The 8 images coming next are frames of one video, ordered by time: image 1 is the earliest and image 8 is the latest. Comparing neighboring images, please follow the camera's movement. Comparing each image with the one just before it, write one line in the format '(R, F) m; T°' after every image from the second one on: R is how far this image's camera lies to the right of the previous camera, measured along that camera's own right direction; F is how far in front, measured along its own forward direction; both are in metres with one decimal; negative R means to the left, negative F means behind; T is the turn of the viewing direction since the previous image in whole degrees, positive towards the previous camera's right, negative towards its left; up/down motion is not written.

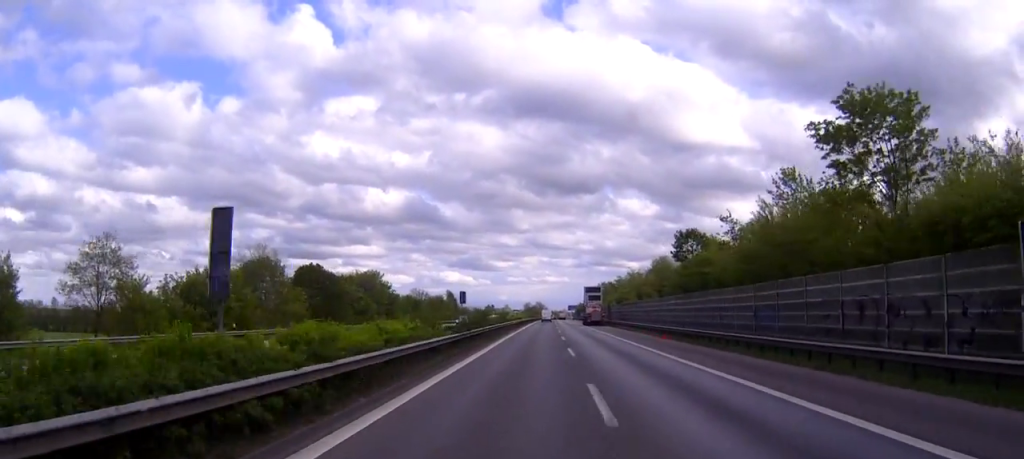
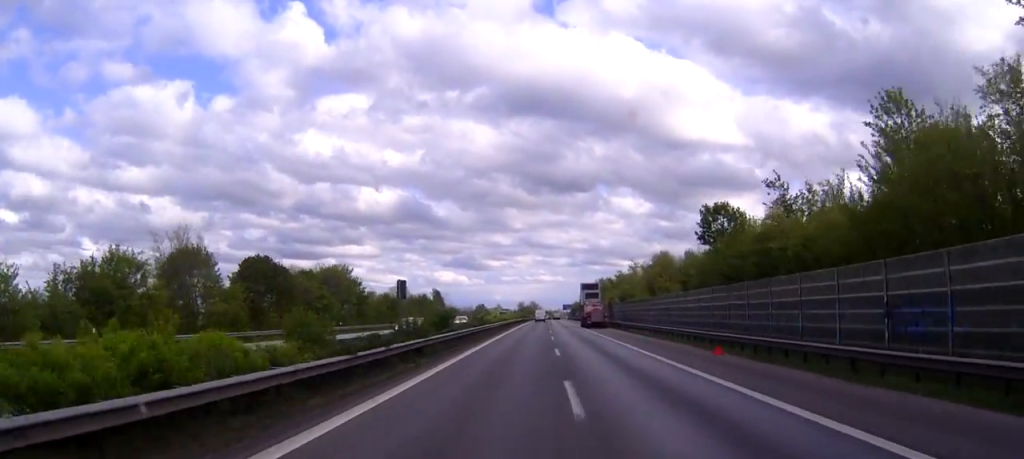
(+0.1, +17.0) m; 0°
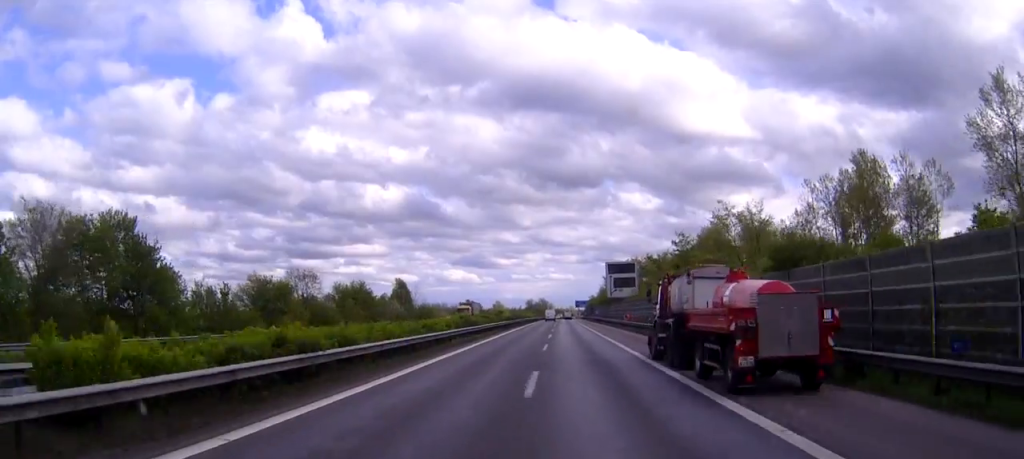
(+0.1, +68.3) m; 0°
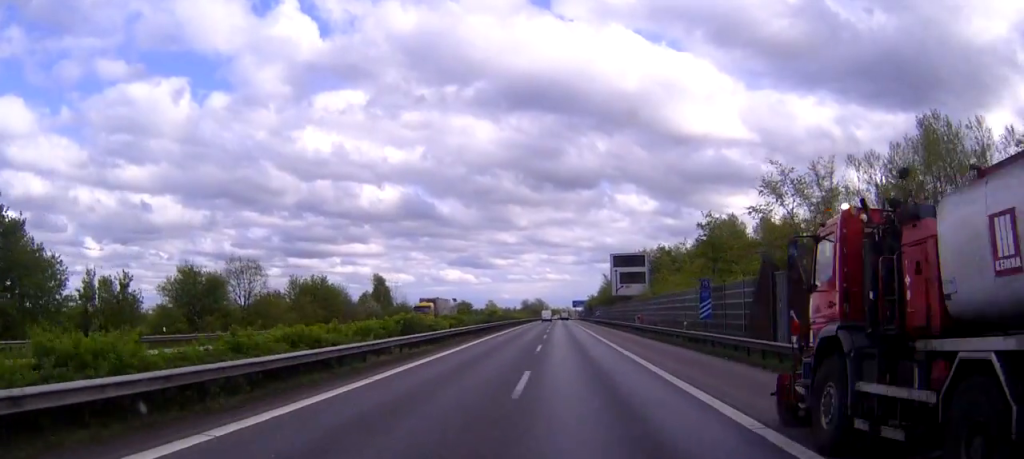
(0.0, +18.0) m; 0°
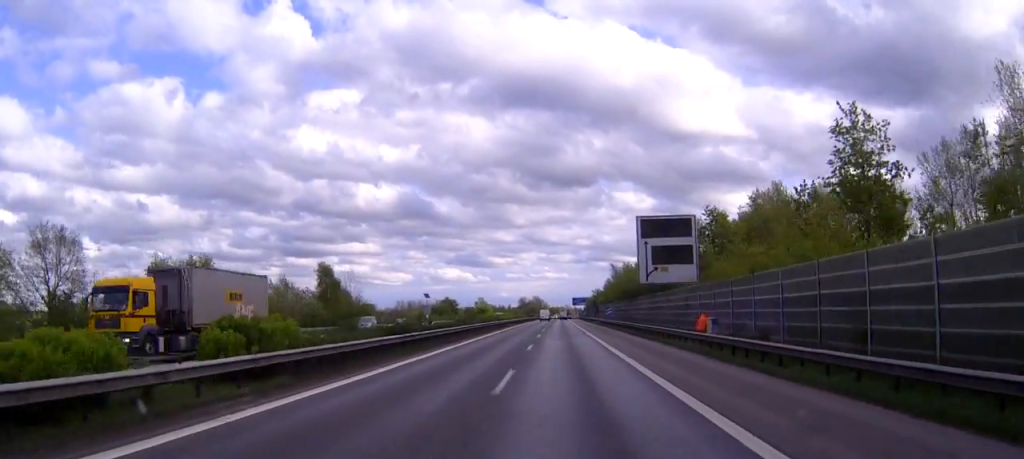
(+0.1, +35.1) m; 0°
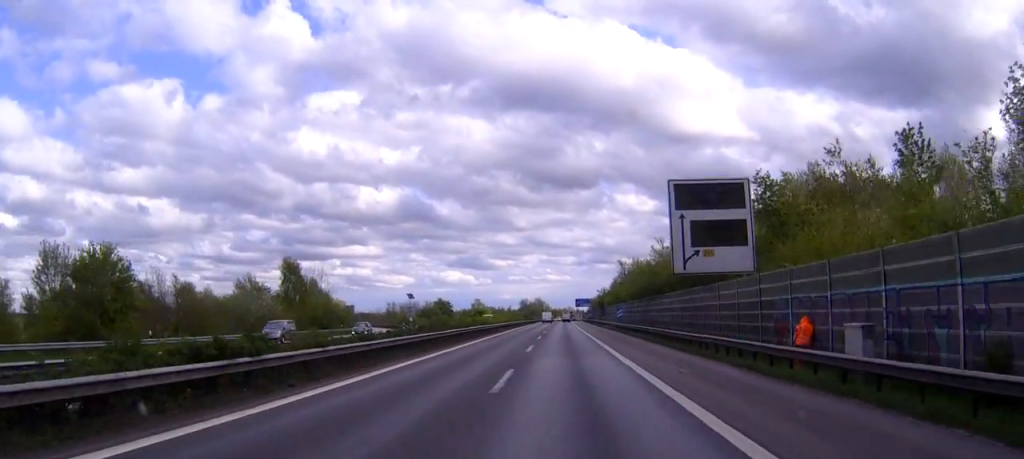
(0.0, +17.2) m; 0°
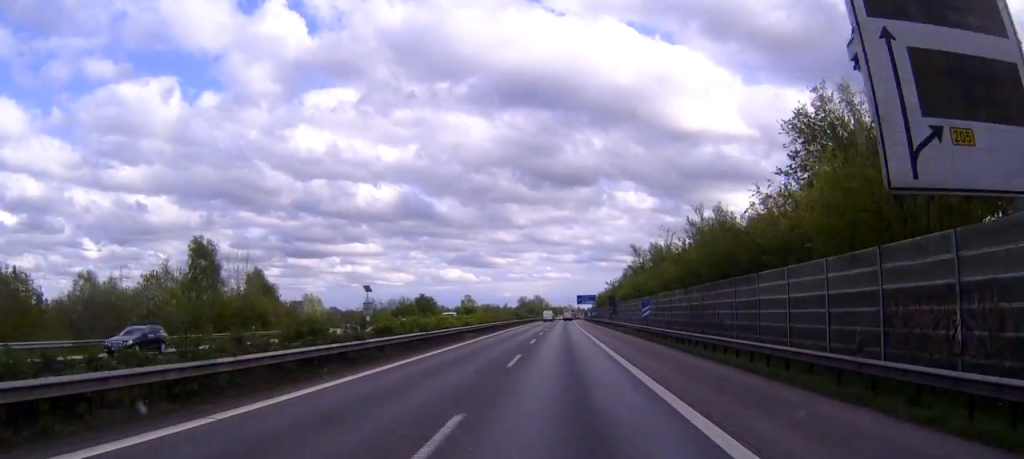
(0.0, +28.2) m; 0°
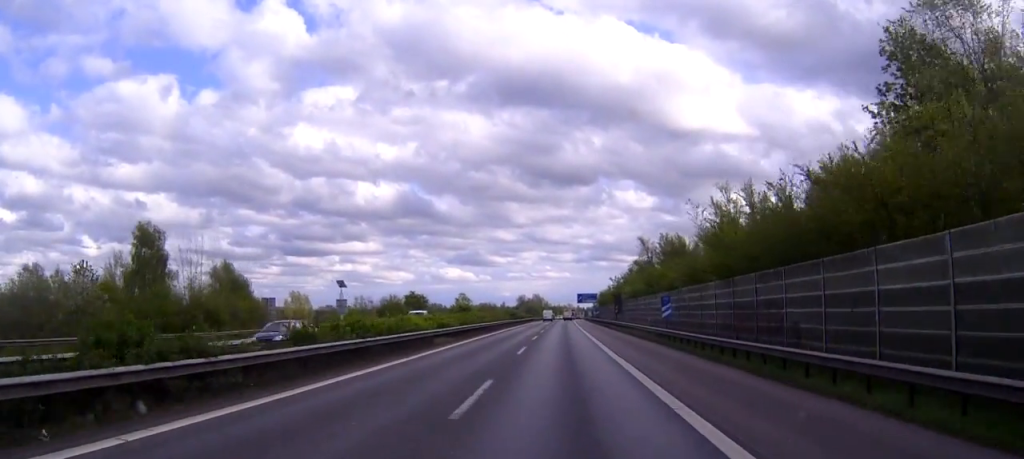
(0.0, +11.8) m; 0°
